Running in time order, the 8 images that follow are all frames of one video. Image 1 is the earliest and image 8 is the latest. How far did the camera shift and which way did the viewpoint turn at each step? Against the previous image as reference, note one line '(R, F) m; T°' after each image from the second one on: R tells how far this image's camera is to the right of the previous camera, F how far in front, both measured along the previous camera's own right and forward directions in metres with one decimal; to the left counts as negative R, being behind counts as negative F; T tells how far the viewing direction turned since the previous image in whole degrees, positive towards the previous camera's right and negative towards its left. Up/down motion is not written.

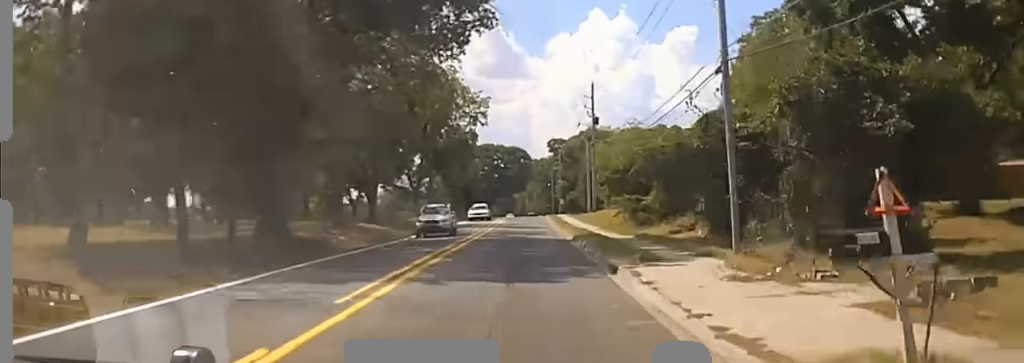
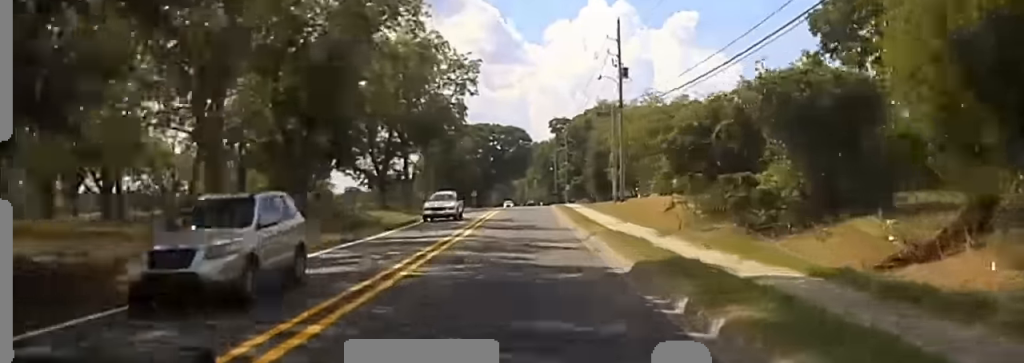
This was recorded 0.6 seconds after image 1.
(-0.3, +22.6) m; 0°
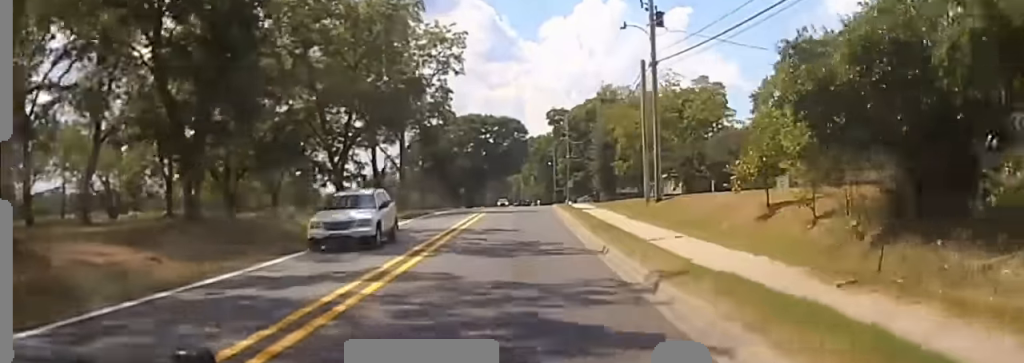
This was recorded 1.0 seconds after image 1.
(+0.1, +16.5) m; 0°
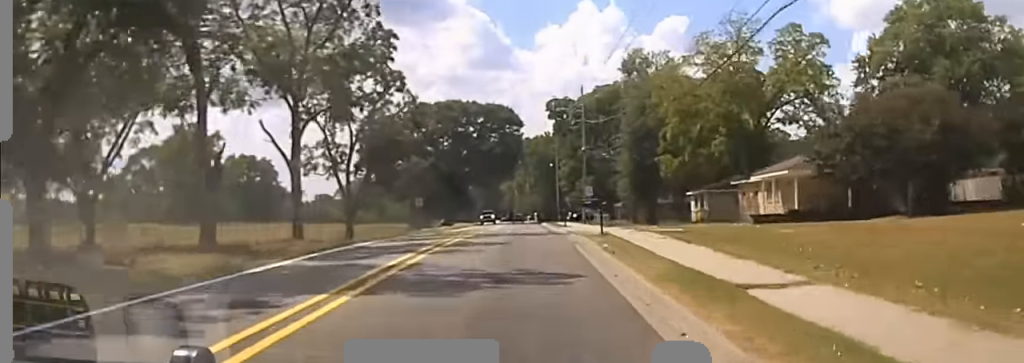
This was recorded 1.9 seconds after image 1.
(+0.3, +41.3) m; 0°
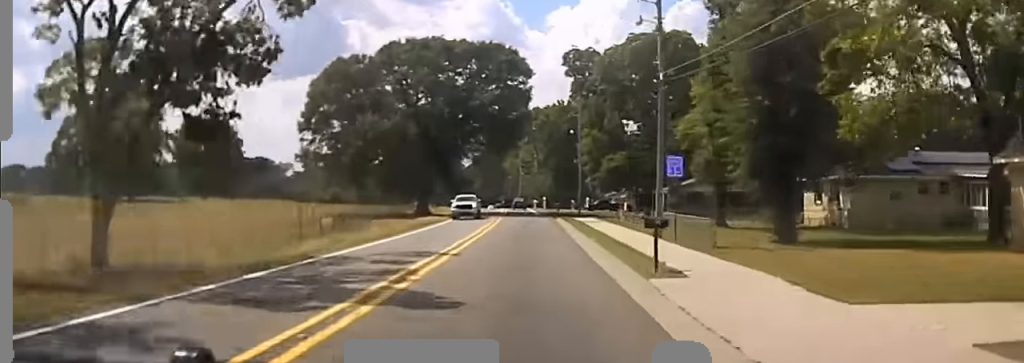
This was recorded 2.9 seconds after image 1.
(0.0, +39.7) m; 0°
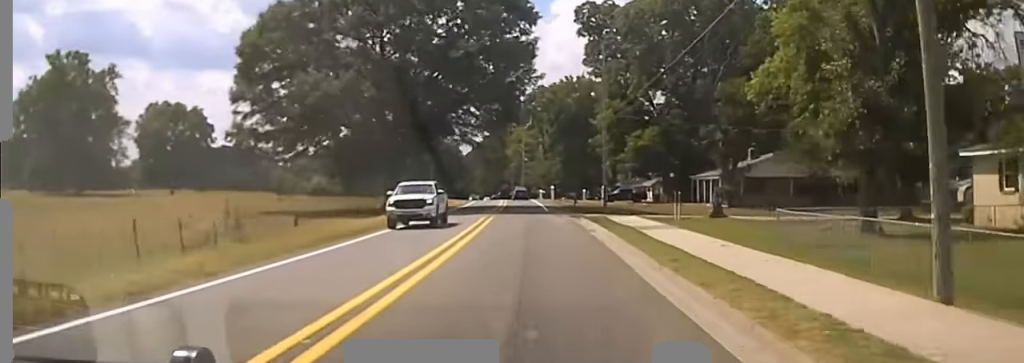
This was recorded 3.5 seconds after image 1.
(-0.1, +23.0) m; 0°
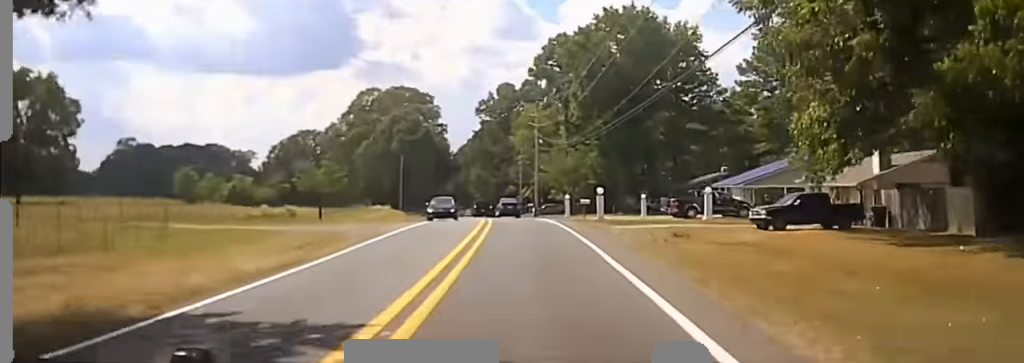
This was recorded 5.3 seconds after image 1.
(+0.4, +71.2) m; 0°
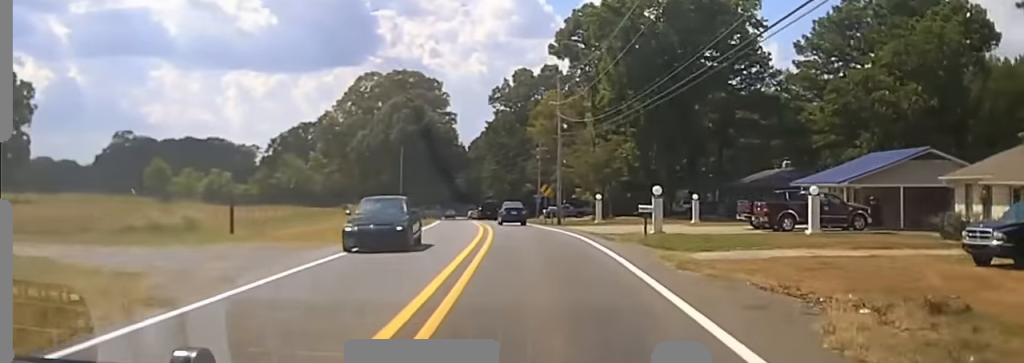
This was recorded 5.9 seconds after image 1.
(0.0, +19.3) m; -1°
